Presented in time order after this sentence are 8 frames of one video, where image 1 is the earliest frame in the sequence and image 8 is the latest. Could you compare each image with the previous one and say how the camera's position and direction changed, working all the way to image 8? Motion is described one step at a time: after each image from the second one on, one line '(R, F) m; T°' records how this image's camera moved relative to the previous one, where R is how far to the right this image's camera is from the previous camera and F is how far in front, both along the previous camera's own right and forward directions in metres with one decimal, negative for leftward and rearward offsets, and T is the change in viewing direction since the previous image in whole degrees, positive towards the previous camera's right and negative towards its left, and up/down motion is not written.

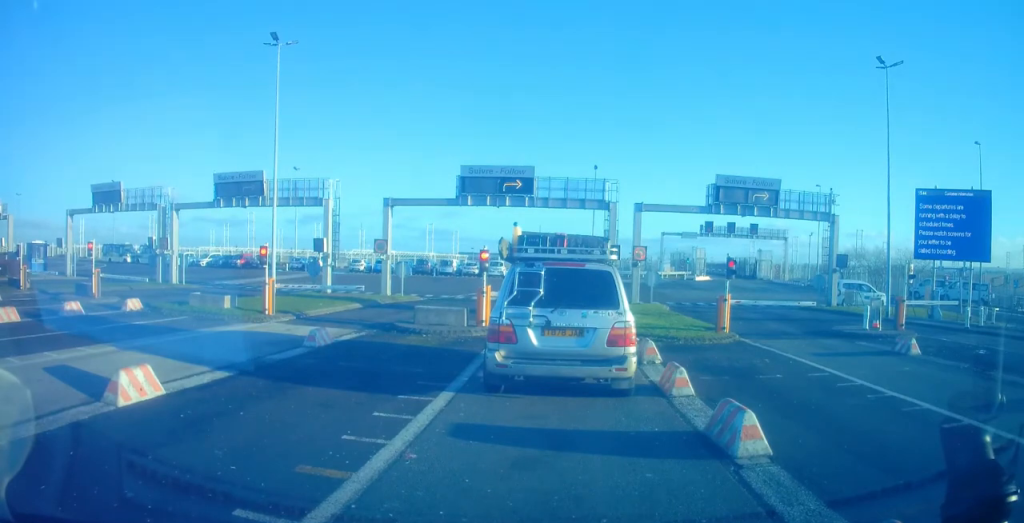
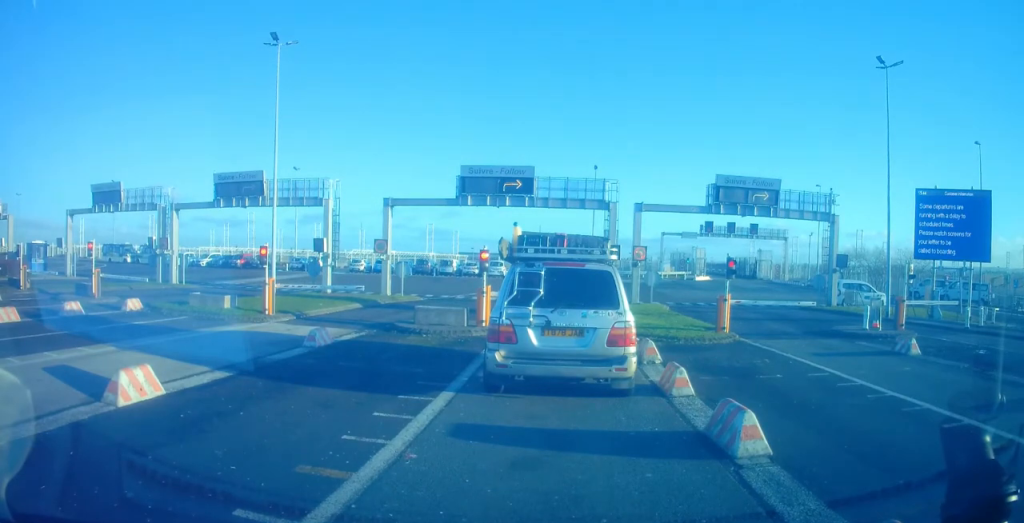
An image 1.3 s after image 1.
(0.0, 0.0) m; 0°
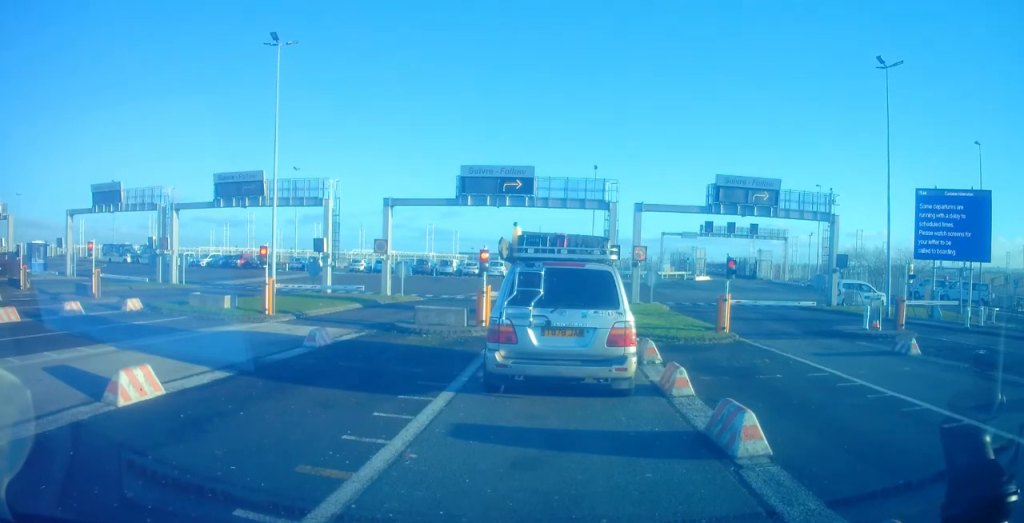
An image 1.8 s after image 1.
(0.0, 0.0) m; 0°
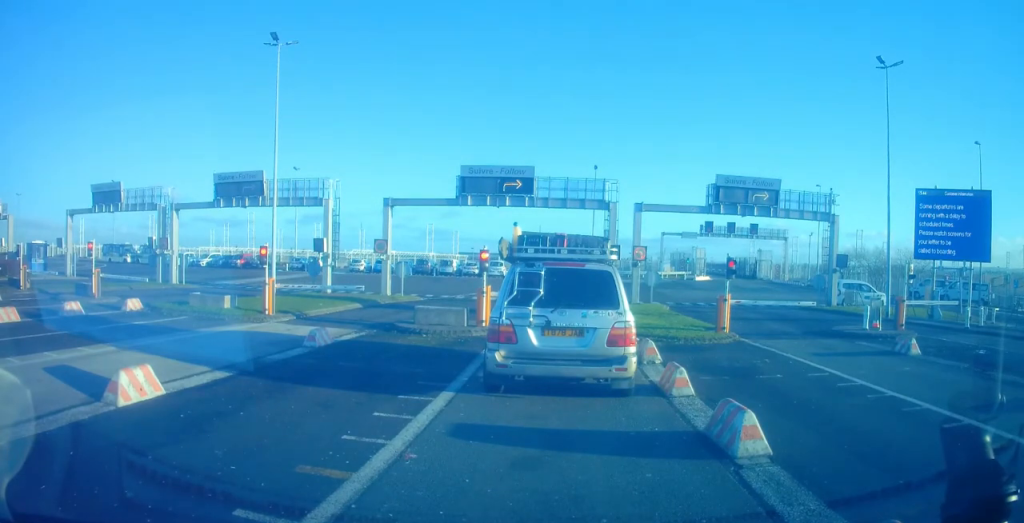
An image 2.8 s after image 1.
(0.0, 0.0) m; 0°
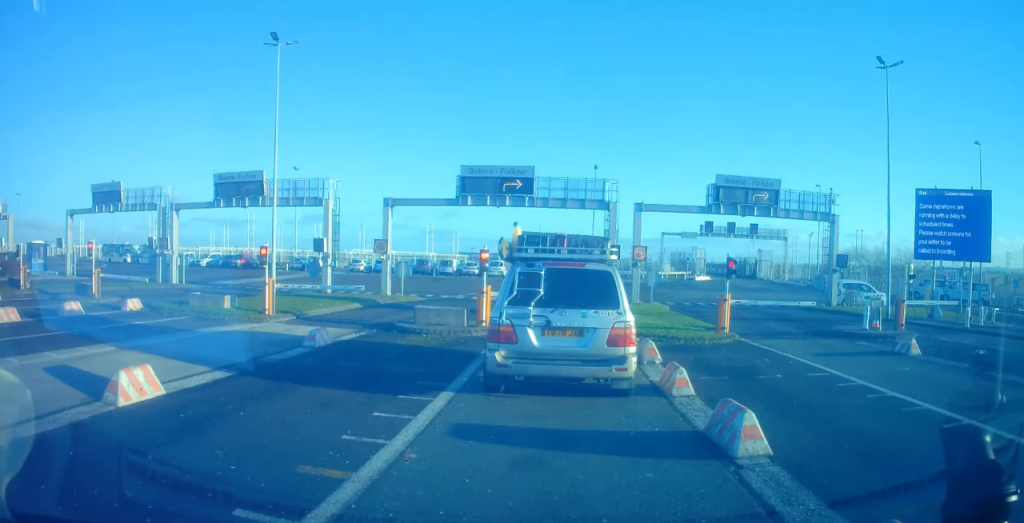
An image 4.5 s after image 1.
(0.0, 0.0) m; 0°
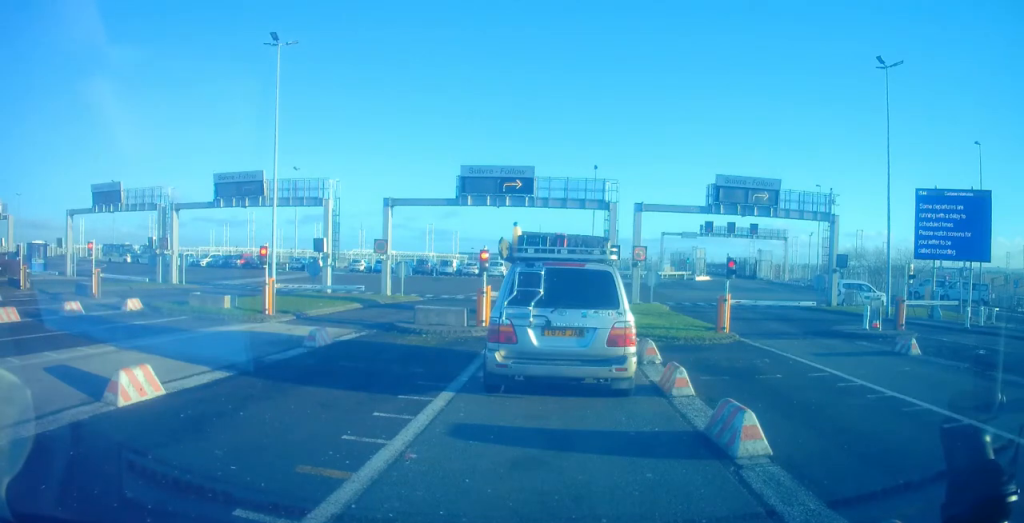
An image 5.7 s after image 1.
(0.0, 0.0) m; 0°
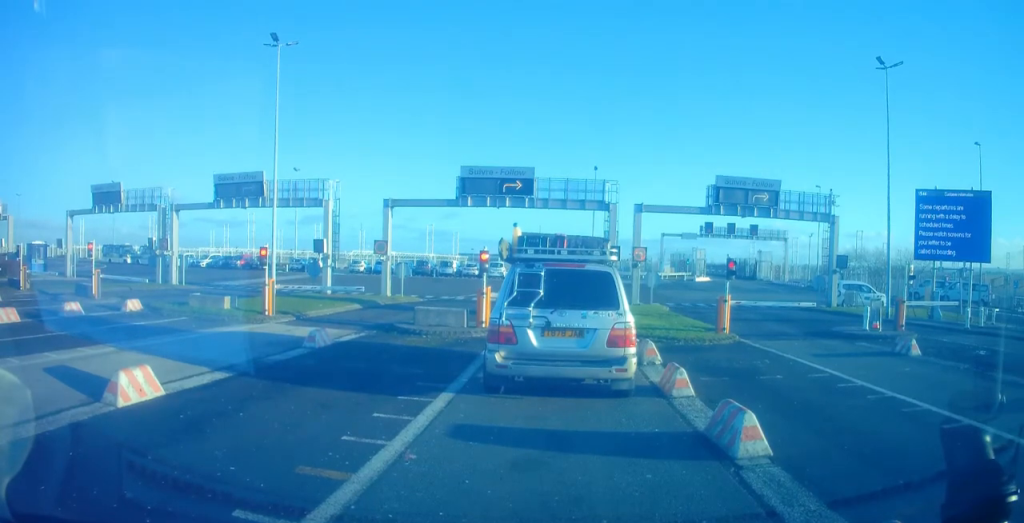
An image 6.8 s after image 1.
(0.0, 0.0) m; 0°
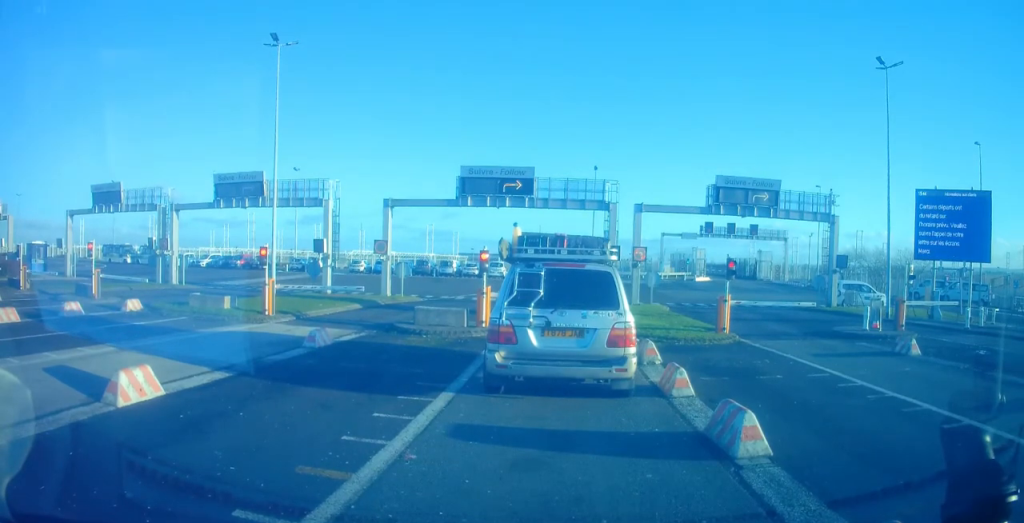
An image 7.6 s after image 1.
(0.0, 0.0) m; 0°
